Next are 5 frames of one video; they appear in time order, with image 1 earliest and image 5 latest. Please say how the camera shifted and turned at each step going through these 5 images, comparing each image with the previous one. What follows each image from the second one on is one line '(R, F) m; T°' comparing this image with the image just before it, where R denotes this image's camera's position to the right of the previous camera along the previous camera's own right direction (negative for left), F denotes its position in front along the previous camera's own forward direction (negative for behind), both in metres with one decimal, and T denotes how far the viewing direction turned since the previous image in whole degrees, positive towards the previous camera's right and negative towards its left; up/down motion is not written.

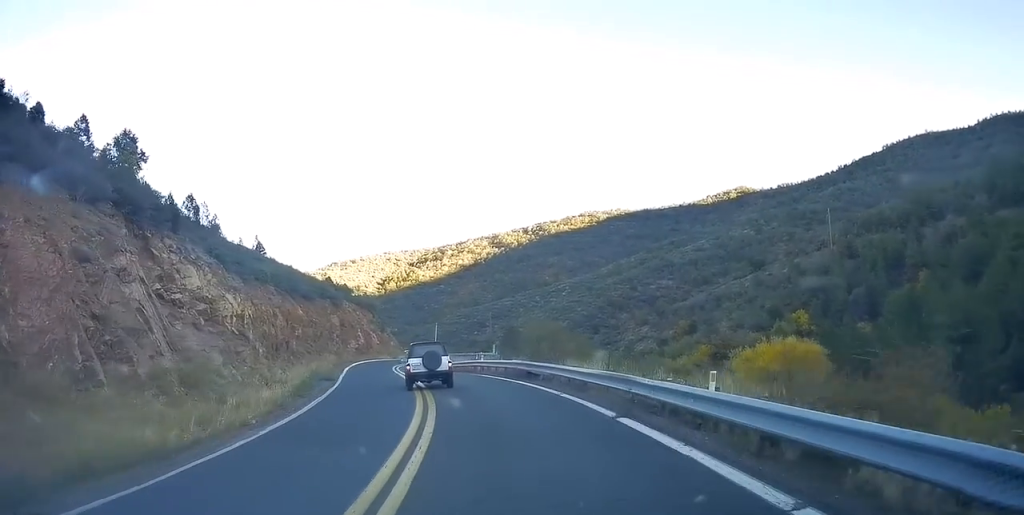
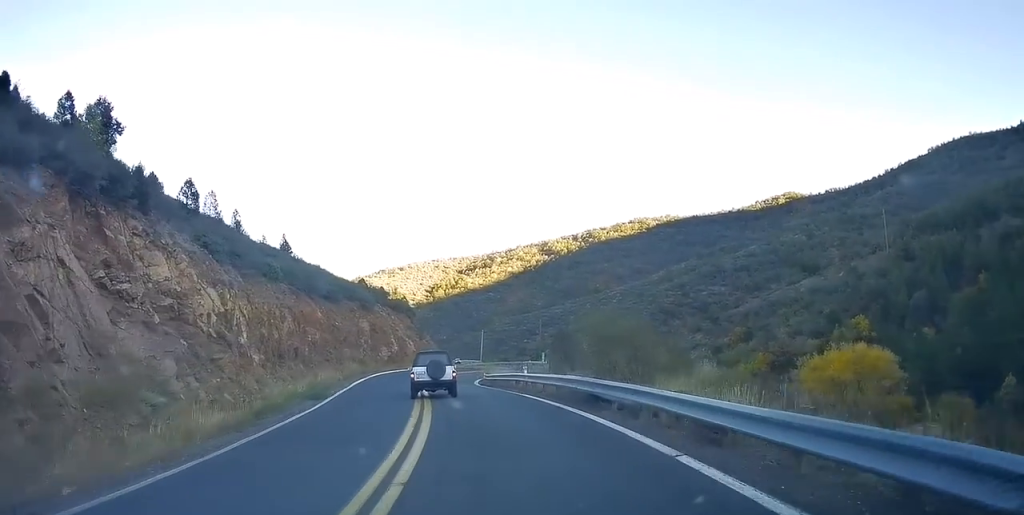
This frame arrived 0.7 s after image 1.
(-0.4, +8.2) m; -4°
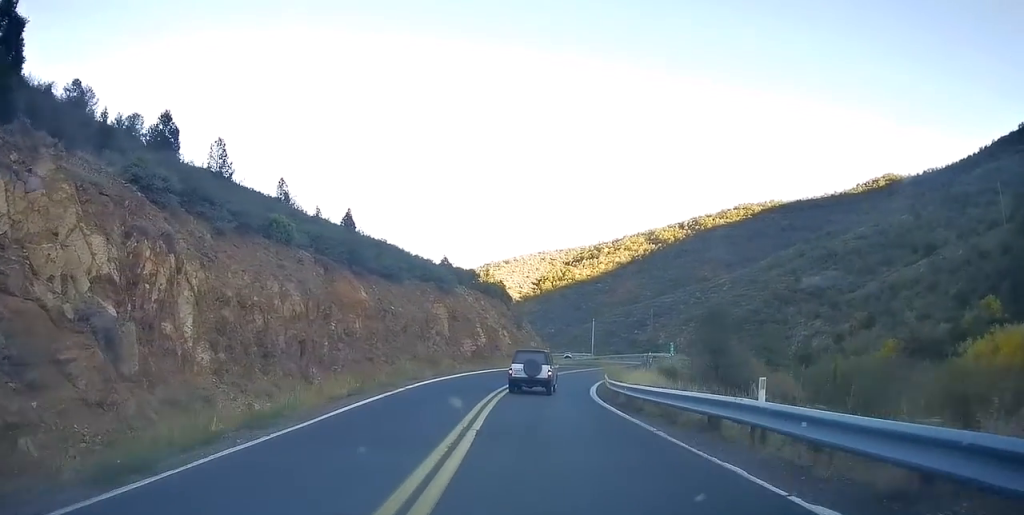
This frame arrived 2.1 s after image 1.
(-1.4, +16.5) m; -10°
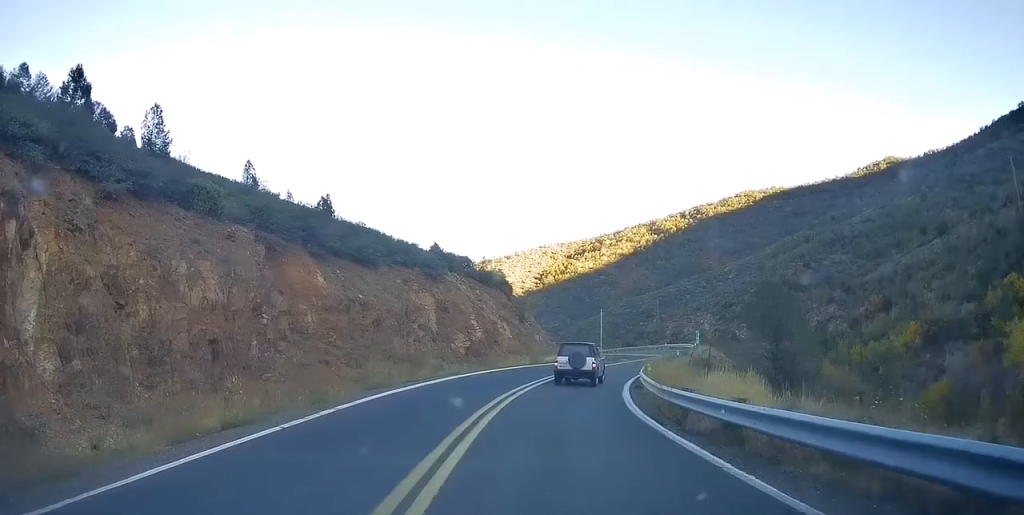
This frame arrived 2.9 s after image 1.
(-0.3, +8.6) m; -1°
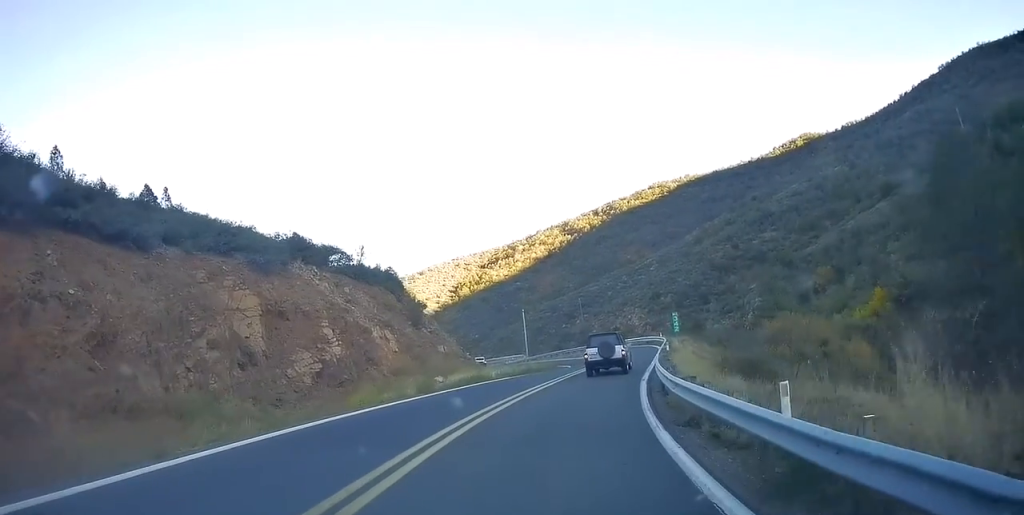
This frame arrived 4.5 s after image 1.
(+0.5, +18.1) m; +9°
